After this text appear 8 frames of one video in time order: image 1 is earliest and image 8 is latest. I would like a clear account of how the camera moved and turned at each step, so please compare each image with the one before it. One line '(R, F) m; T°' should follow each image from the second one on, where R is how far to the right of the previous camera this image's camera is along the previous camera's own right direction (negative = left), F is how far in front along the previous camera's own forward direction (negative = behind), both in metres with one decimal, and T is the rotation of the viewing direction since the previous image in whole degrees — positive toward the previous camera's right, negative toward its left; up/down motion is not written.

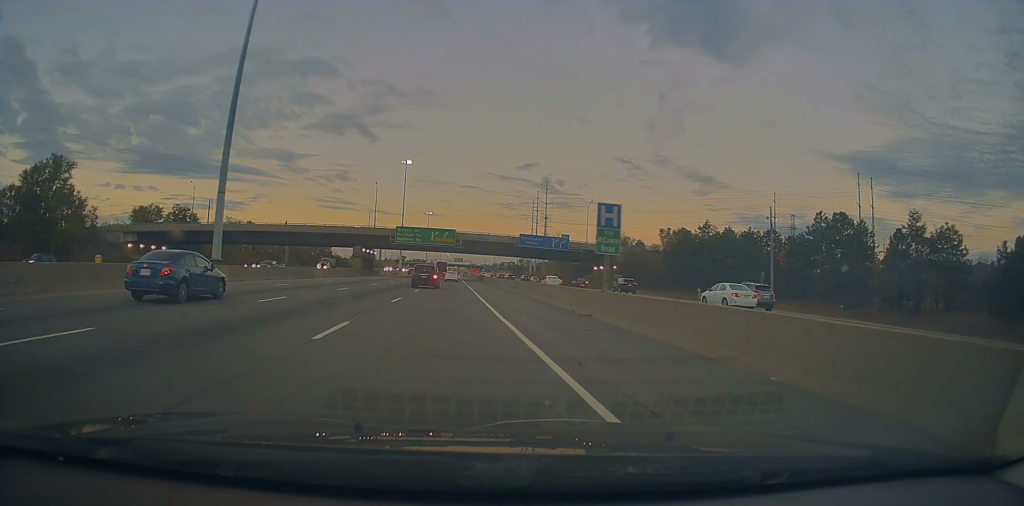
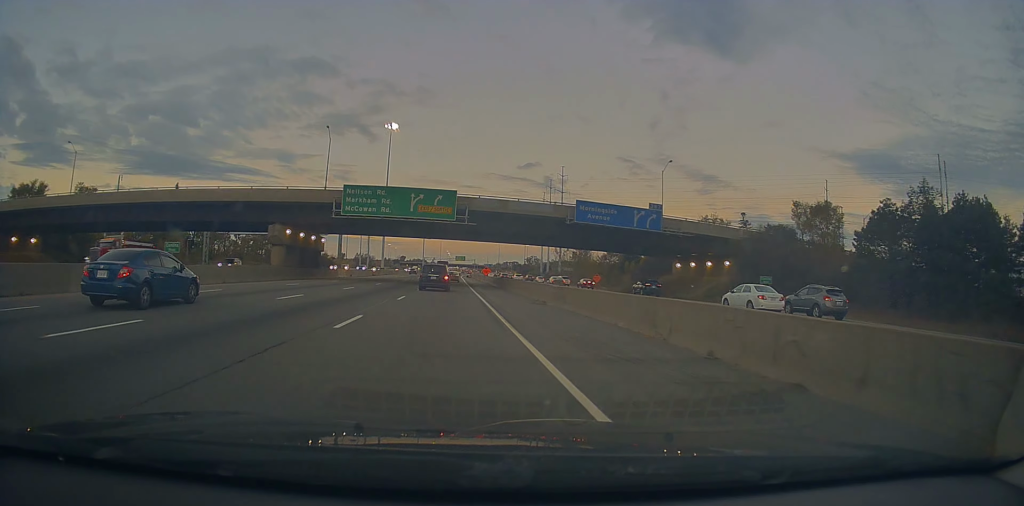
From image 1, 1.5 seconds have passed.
(-0.2, +46.3) m; 0°
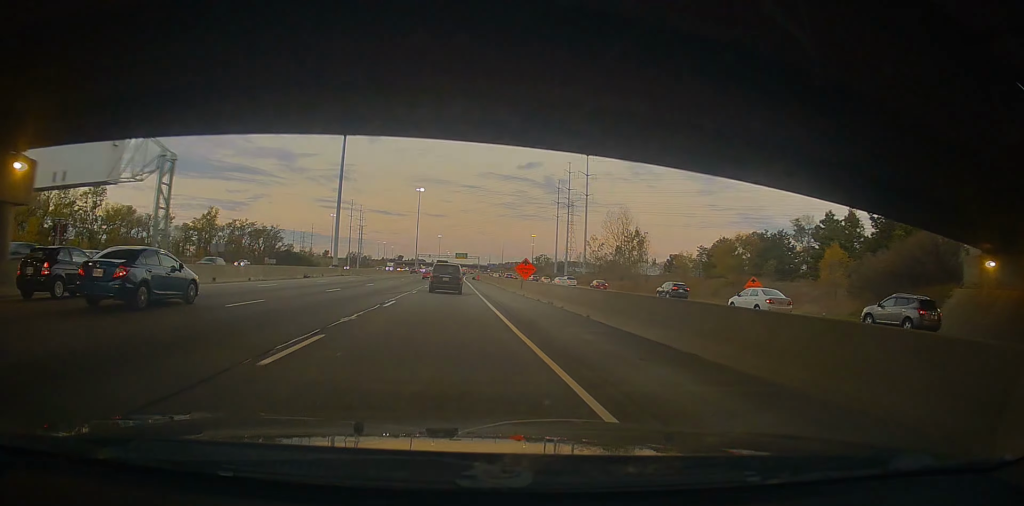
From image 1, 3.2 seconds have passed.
(+0.5, +52.5) m; +2°
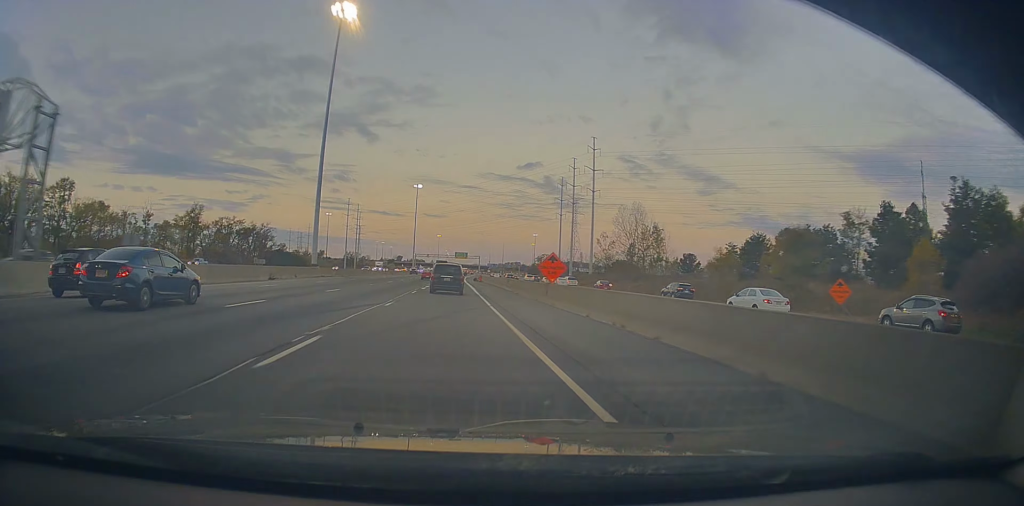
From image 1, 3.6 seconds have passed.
(+0.2, +11.8) m; 0°
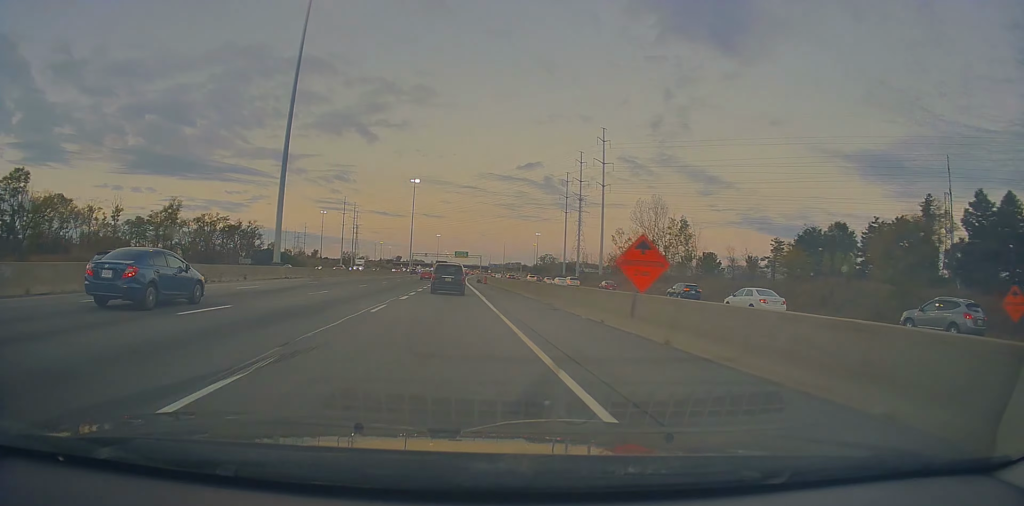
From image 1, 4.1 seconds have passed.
(+0.4, +14.7) m; 0°
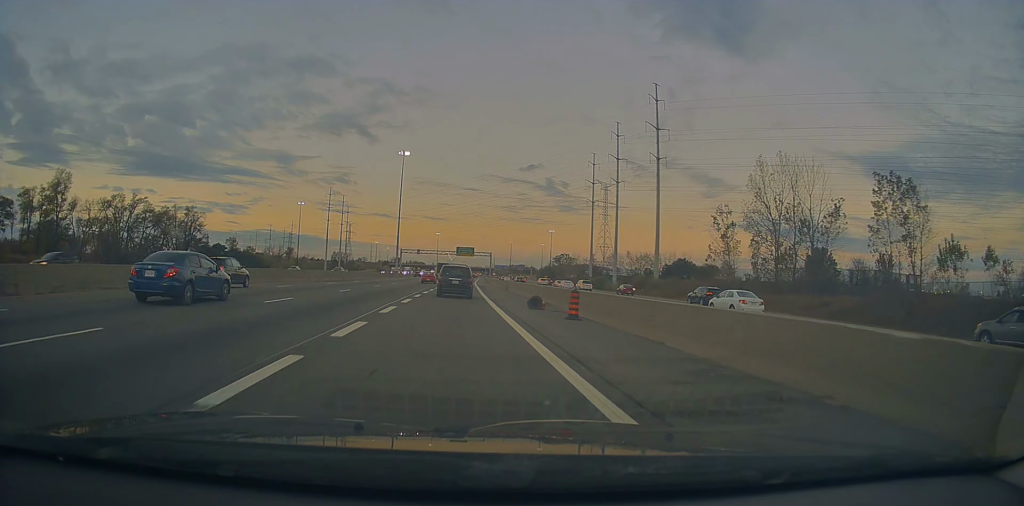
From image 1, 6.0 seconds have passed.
(-2.0, +54.4) m; -2°
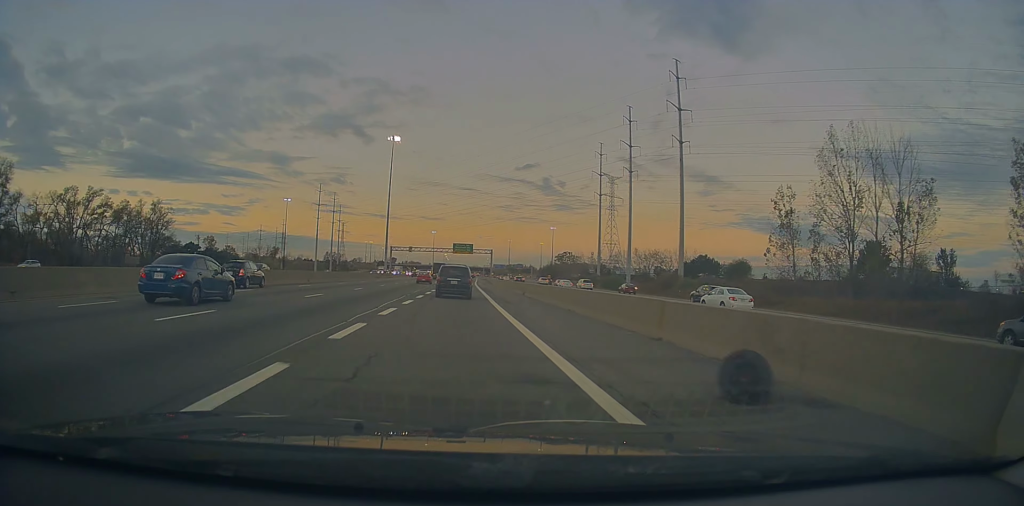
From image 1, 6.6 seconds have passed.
(+0.2, +18.5) m; +1°
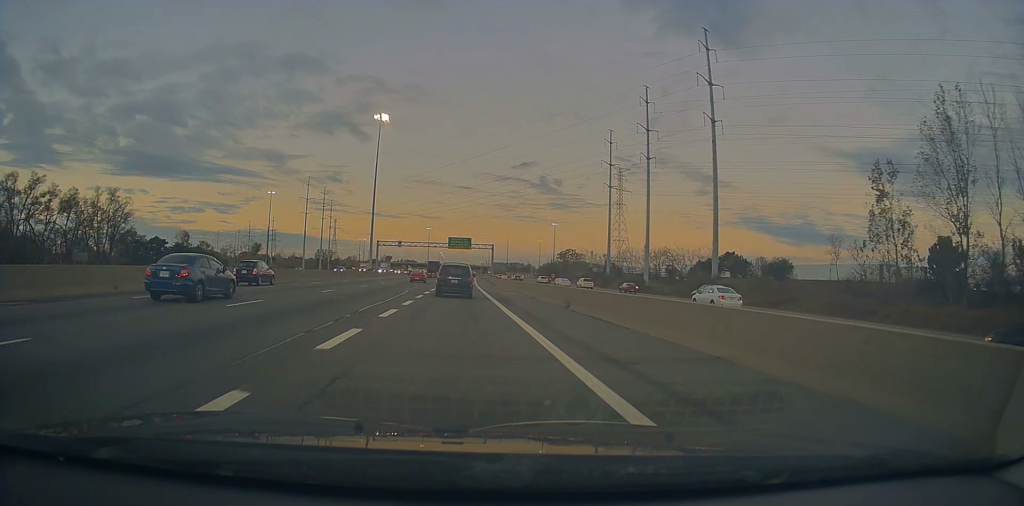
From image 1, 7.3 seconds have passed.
(+0.2, +19.5) m; +1°
